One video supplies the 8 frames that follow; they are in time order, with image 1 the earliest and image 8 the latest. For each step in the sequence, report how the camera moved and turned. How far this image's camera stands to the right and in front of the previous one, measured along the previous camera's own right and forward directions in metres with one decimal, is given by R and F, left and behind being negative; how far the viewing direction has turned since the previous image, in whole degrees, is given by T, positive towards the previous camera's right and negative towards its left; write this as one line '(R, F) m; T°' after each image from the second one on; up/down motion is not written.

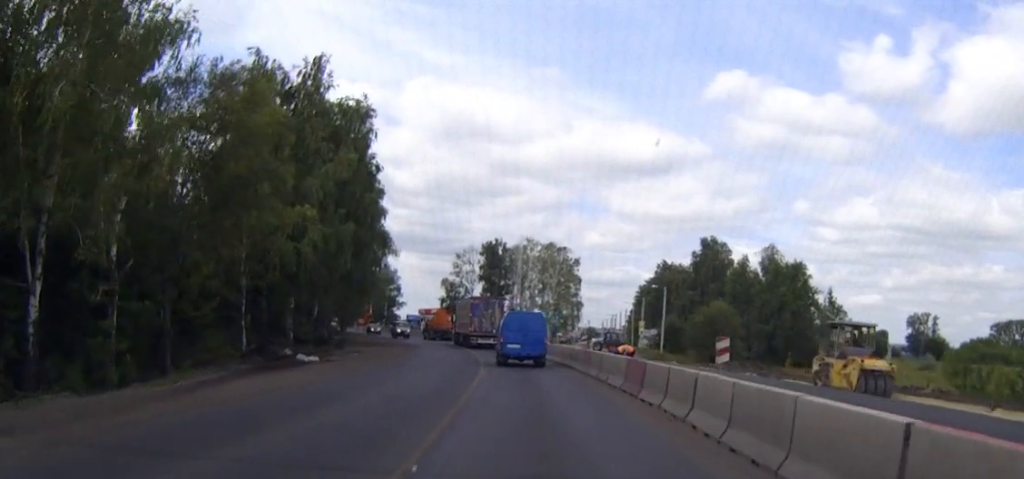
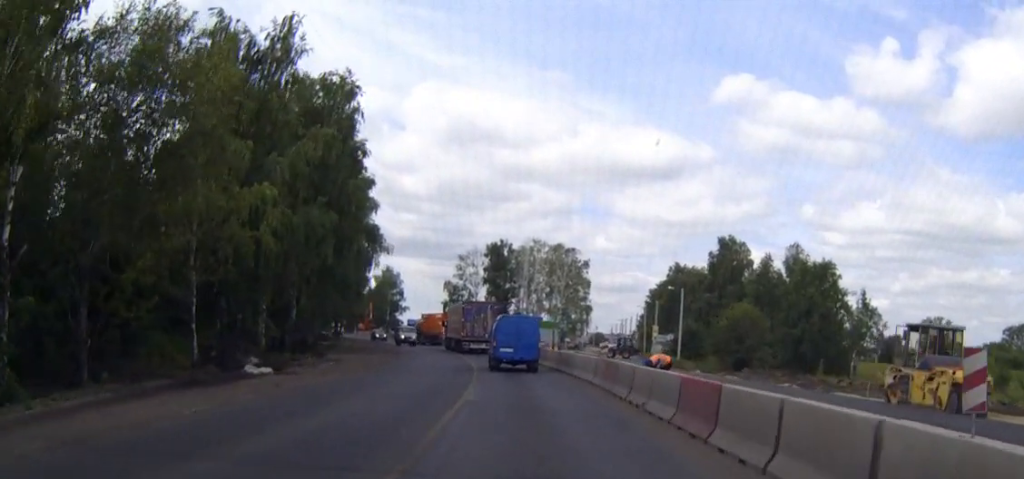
(-0.1, +7.3) m; -1°
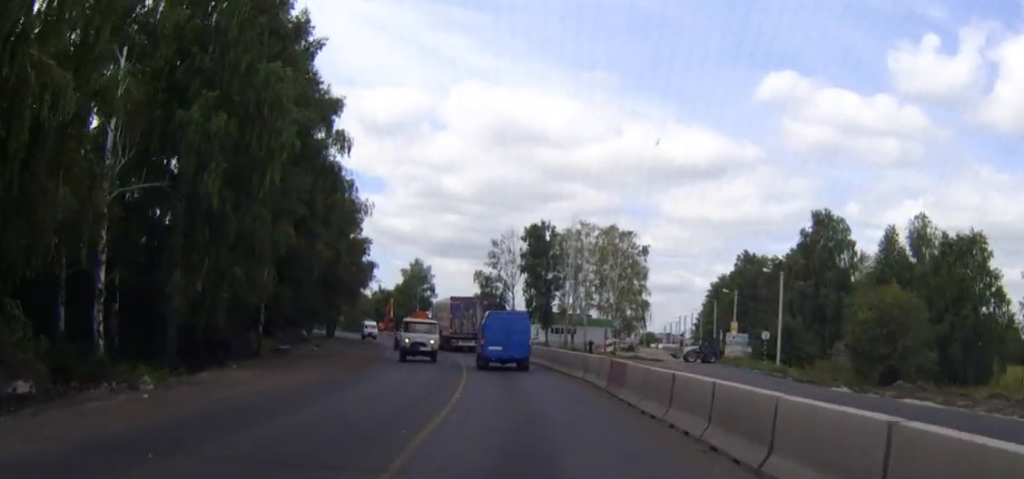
(-0.6, +23.7) m; -3°
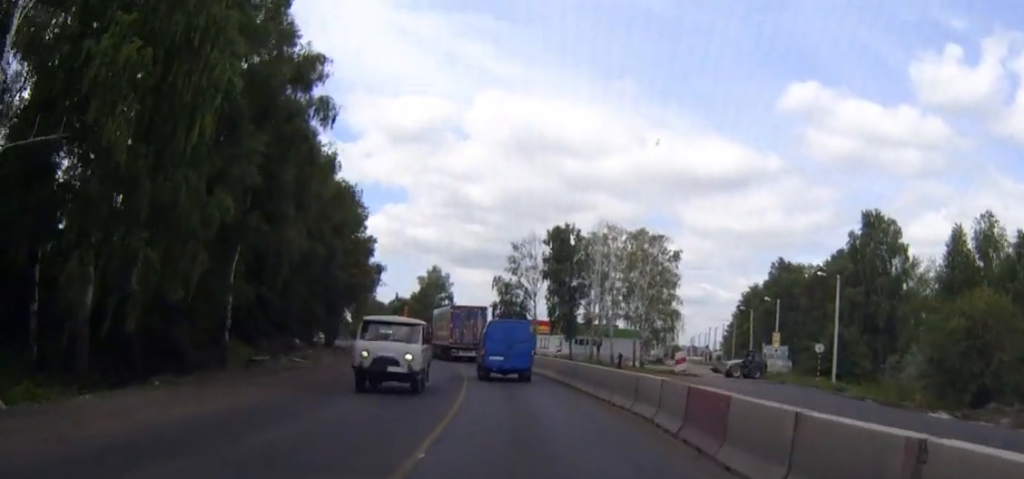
(-0.1, +8.4) m; -1°
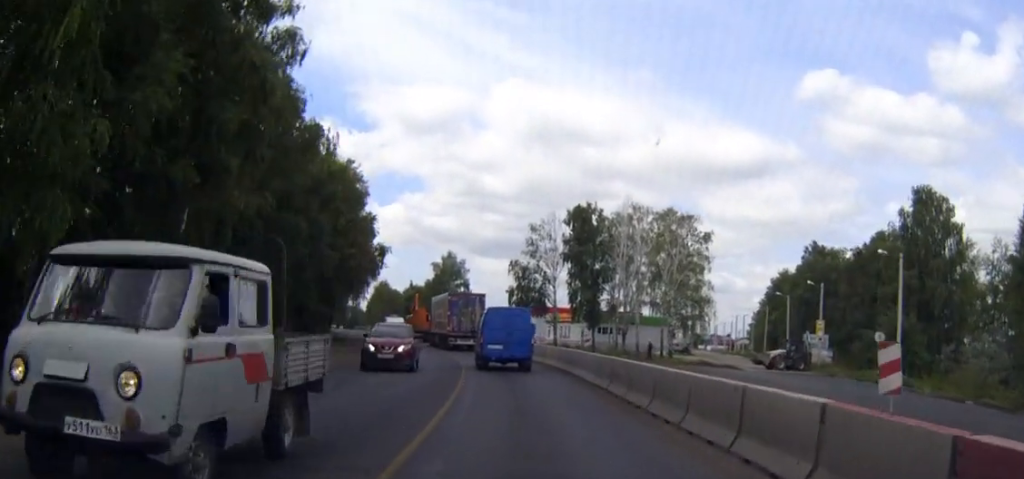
(-0.1, +8.1) m; -1°
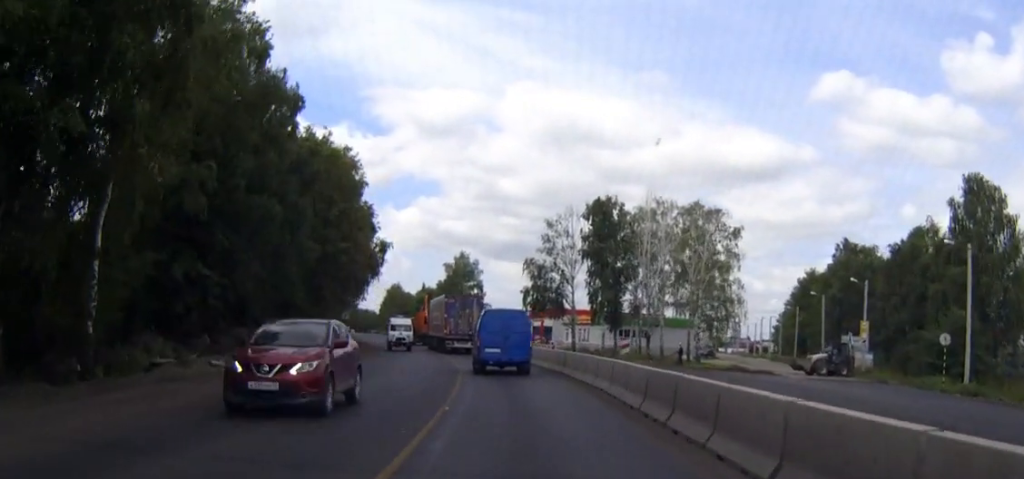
(-0.1, +7.3) m; -1°
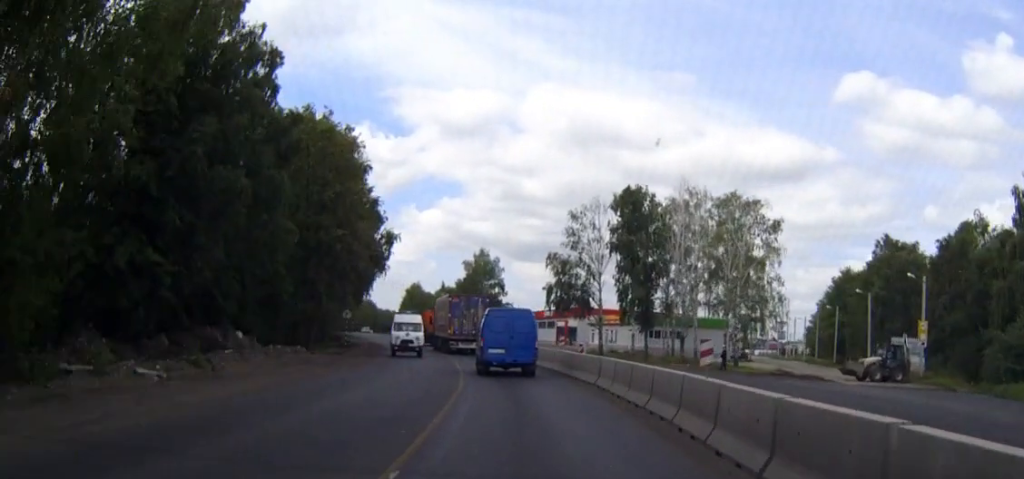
(-0.1, +7.3) m; -1°
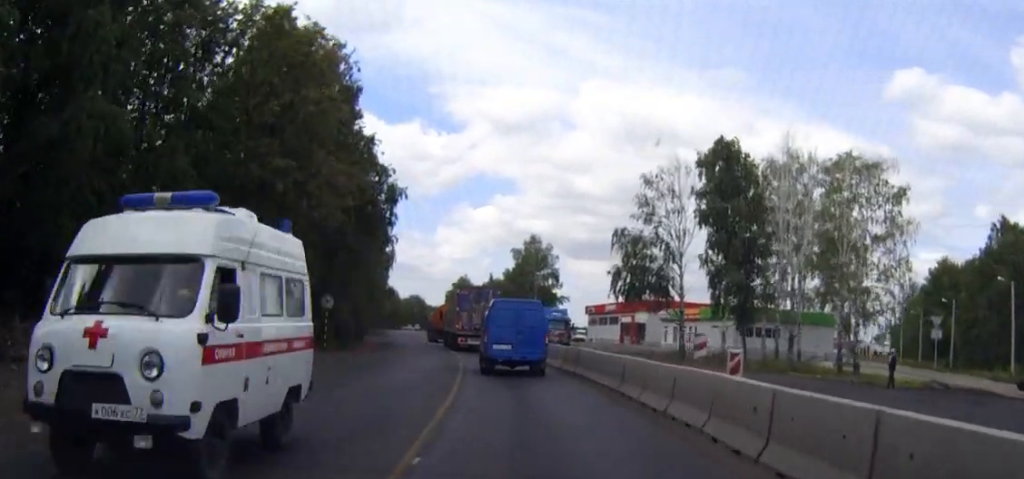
(-0.6, +20.0) m; -3°
